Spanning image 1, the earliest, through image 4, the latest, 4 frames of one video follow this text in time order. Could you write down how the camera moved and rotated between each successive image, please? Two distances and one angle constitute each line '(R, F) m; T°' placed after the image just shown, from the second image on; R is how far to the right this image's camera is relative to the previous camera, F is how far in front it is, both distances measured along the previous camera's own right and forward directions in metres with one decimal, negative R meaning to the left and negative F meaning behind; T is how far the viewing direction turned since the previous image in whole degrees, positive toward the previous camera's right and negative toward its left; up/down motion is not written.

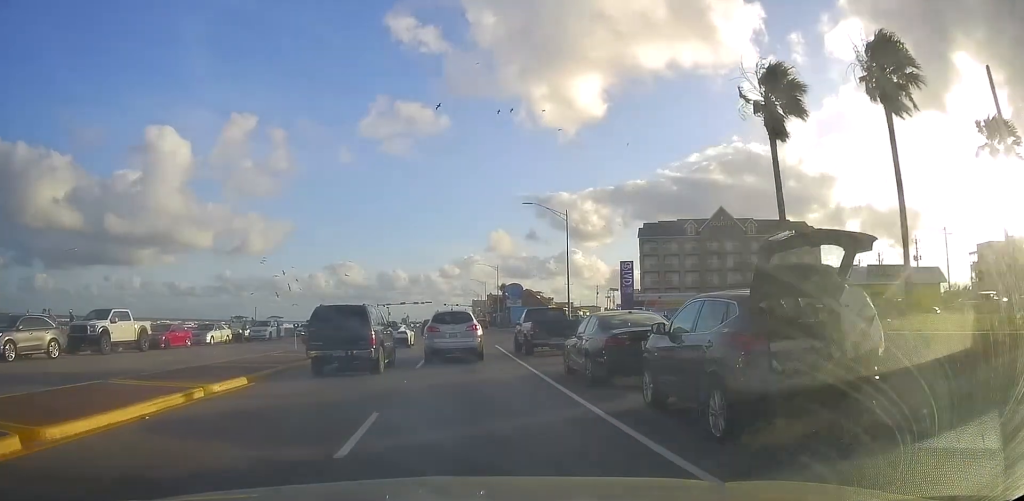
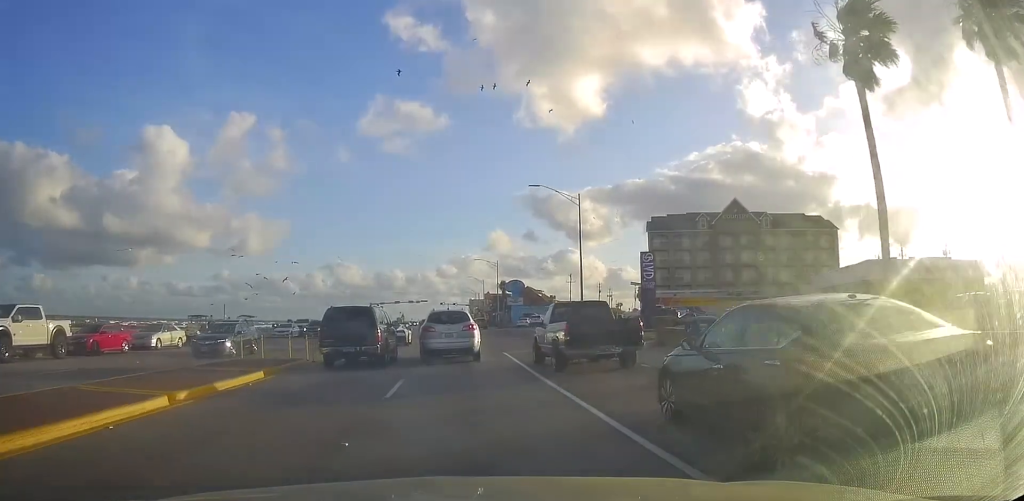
(-0.3, +7.2) m; -1°
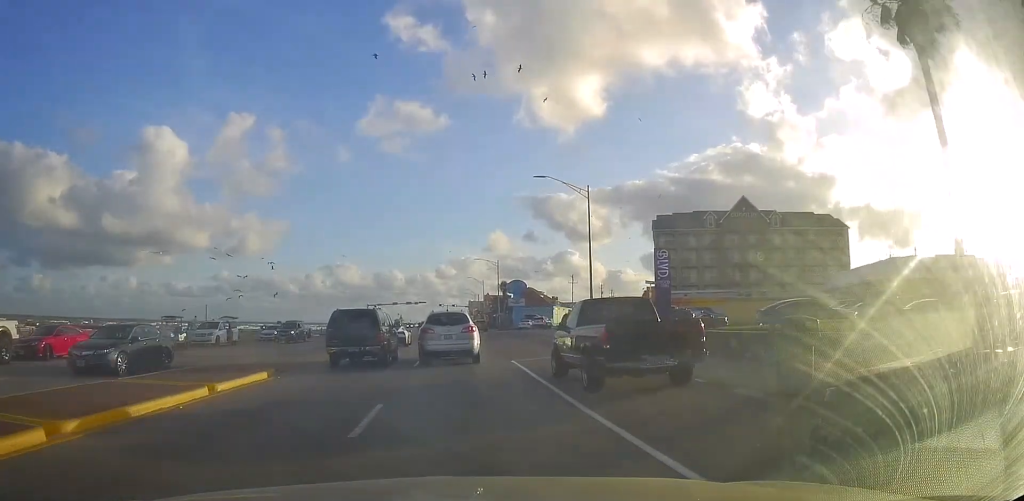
(+0.1, +3.7) m; +1°
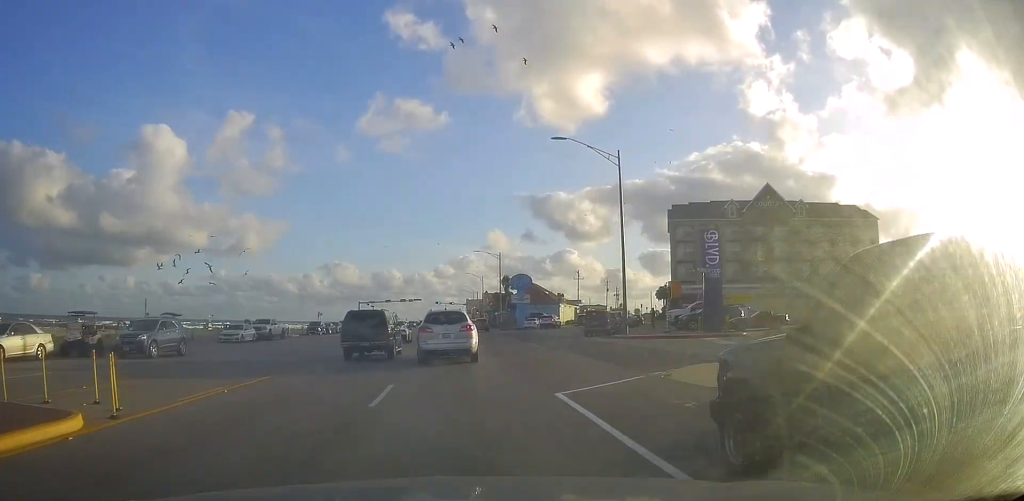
(+0.2, +9.5) m; +3°
